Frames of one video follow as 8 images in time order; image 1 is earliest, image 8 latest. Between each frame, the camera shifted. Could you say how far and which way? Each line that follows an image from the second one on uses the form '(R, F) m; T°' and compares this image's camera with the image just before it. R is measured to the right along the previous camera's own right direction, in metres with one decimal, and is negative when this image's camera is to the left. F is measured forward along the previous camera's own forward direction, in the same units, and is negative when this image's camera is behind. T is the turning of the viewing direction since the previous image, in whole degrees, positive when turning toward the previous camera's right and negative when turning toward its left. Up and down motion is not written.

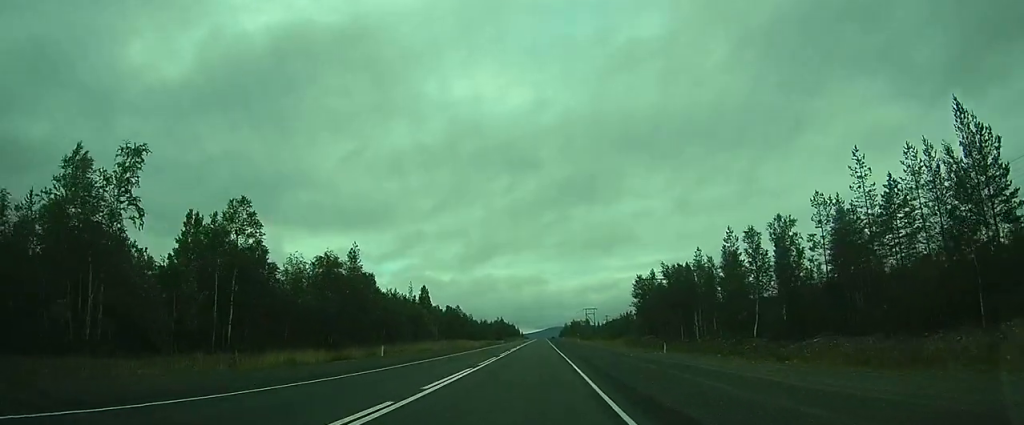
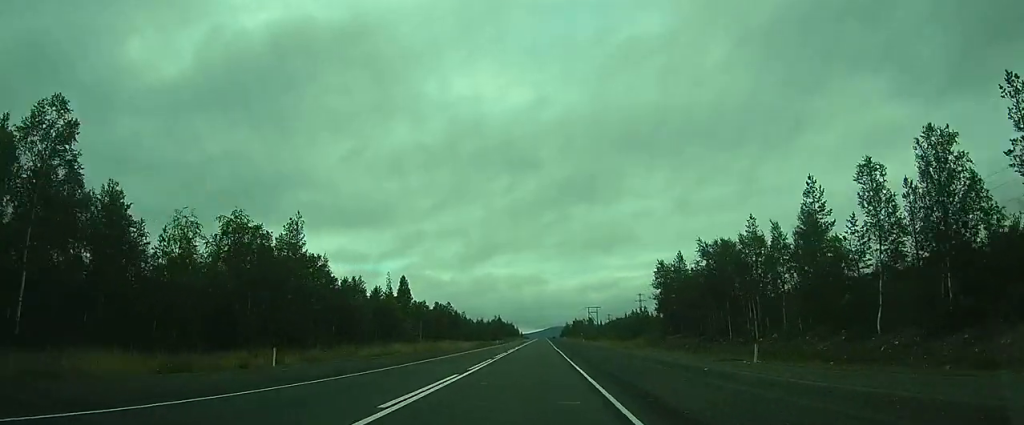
(-0.1, +15.9) m; 0°
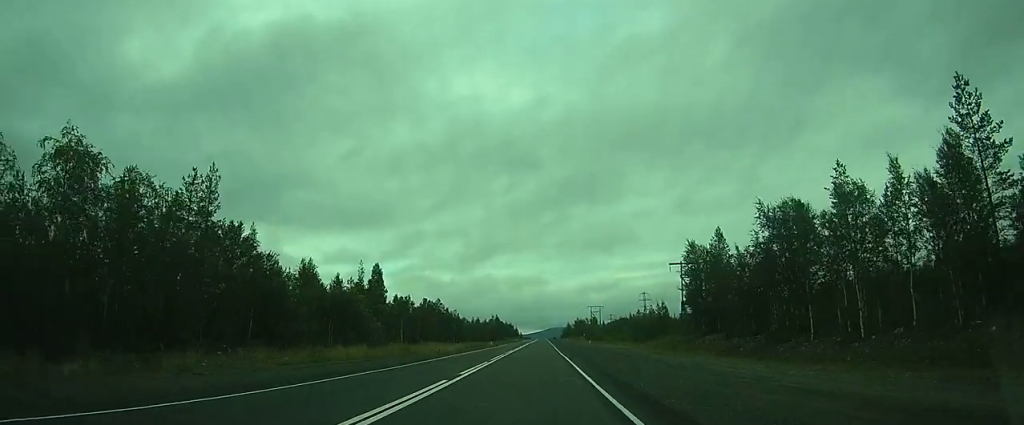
(-0.1, +14.4) m; 0°
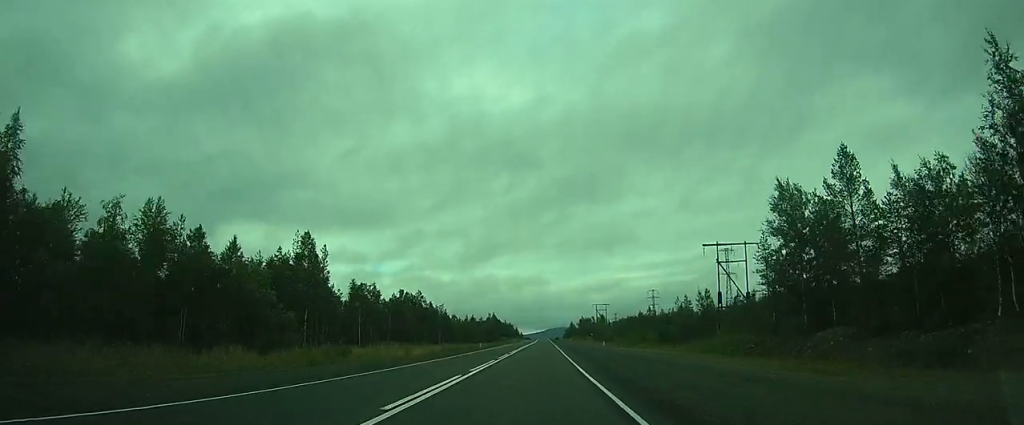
(0.0, +21.9) m; 0°
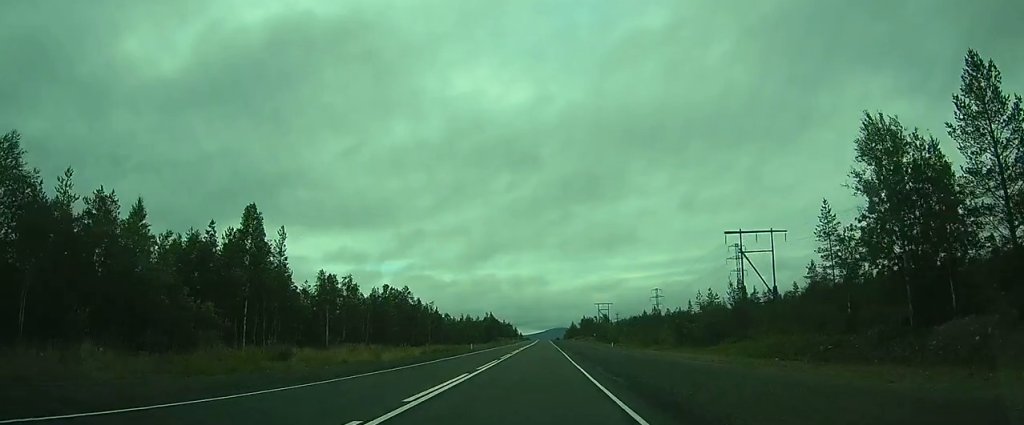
(-0.1, +10.5) m; +1°
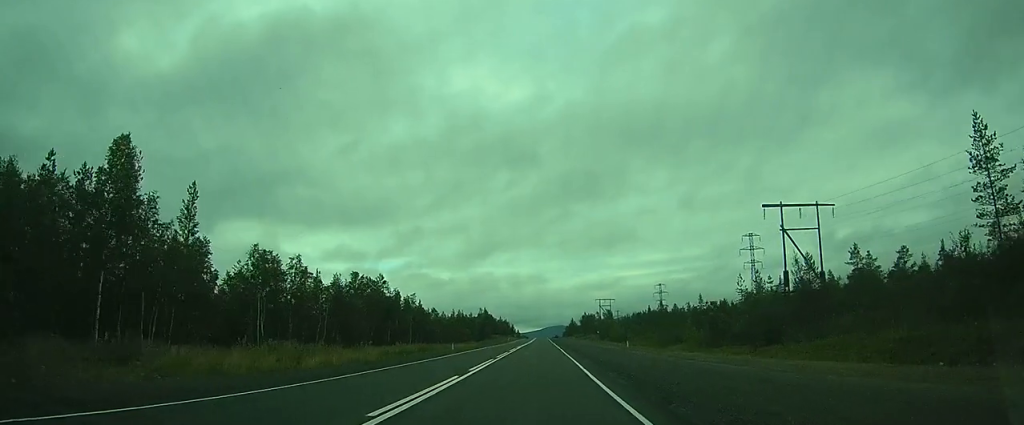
(+0.2, +14.2) m; 0°
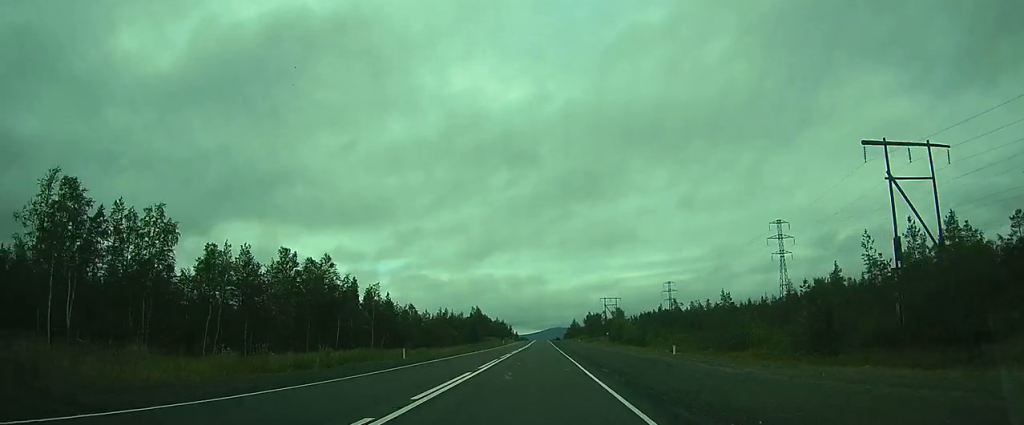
(+0.2, +20.9) m; 0°
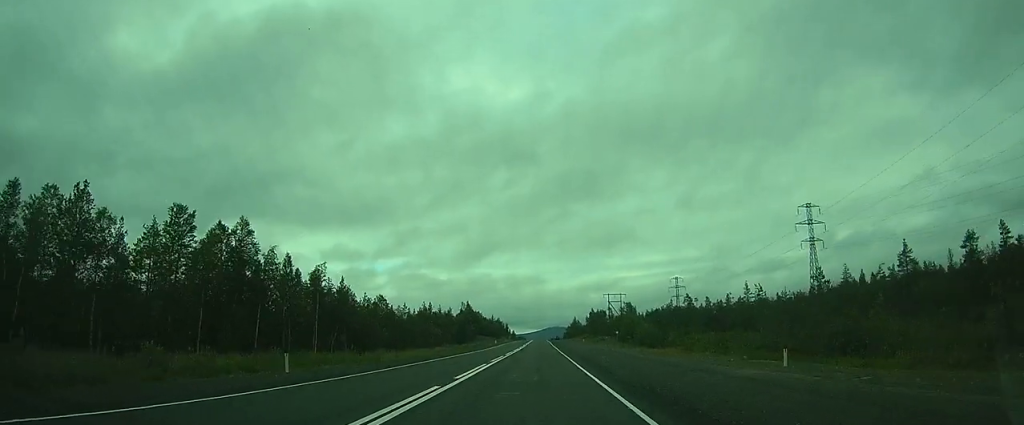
(-0.1, +17.8) m; 0°
